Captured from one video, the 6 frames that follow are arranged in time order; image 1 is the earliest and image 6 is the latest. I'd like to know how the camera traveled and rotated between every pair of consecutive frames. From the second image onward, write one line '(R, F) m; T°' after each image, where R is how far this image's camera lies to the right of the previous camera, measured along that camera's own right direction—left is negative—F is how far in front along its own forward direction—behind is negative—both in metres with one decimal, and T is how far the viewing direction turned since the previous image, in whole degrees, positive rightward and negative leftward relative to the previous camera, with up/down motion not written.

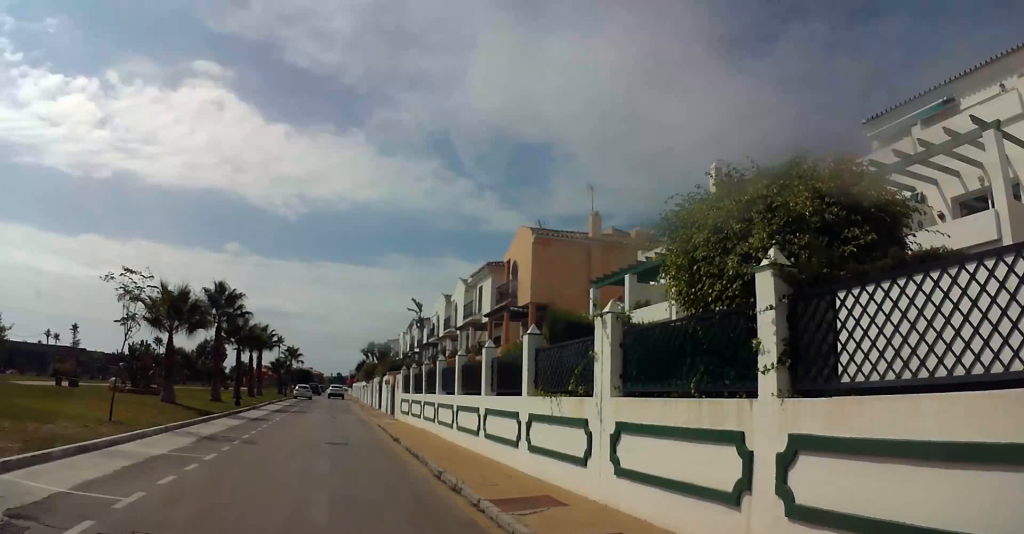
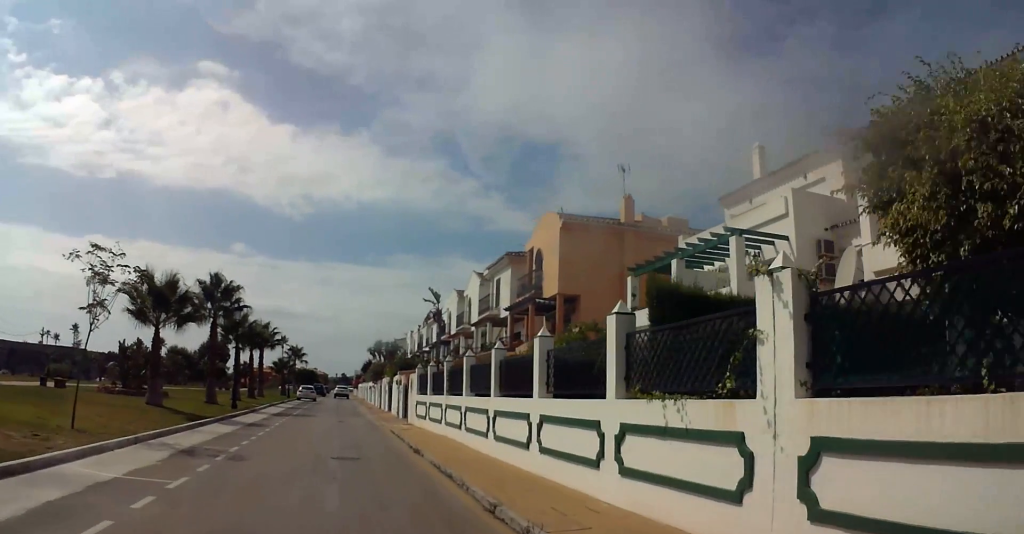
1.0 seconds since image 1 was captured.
(-0.2, +3.5) m; 0°
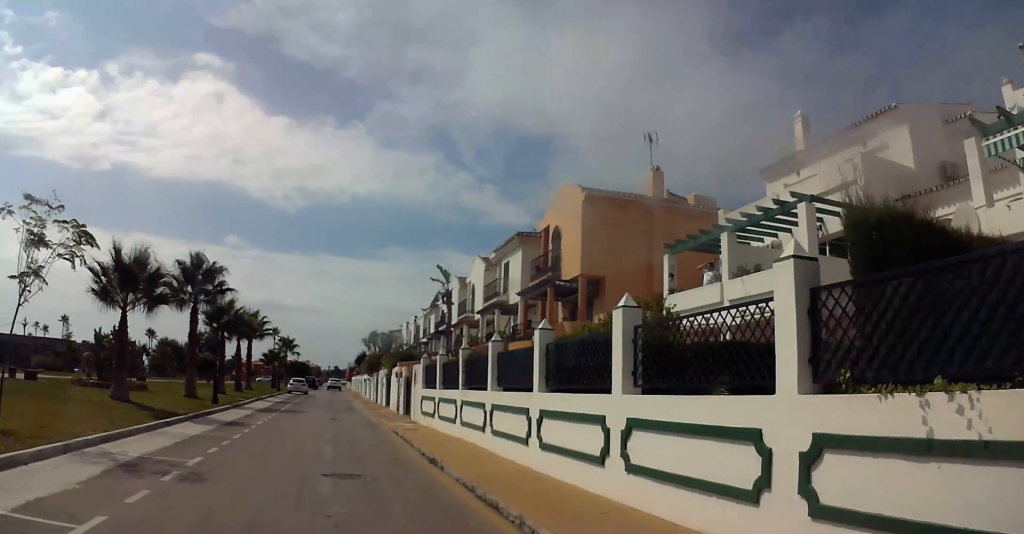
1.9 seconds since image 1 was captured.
(+0.2, +3.4) m; -1°
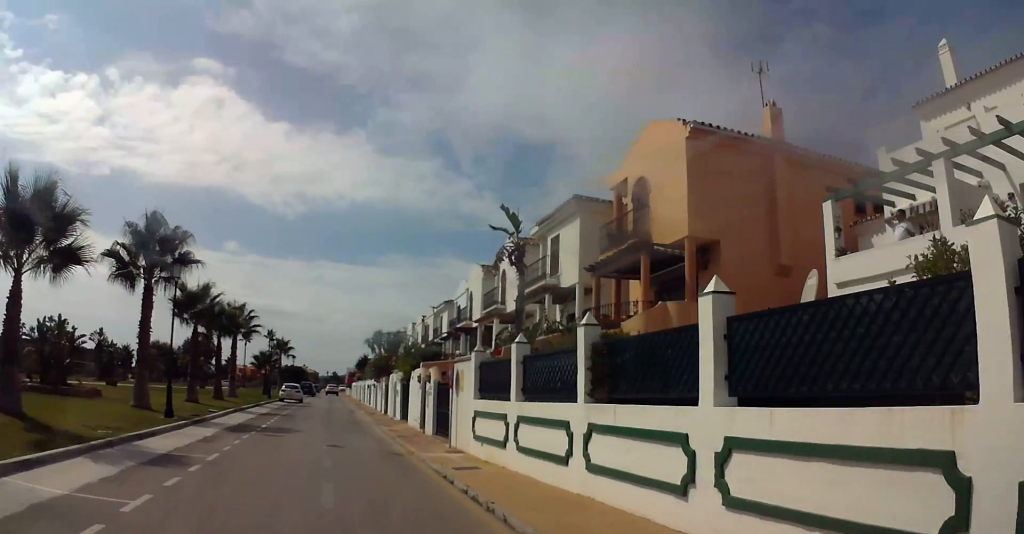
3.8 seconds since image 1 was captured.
(-0.1, +8.8) m; +3°
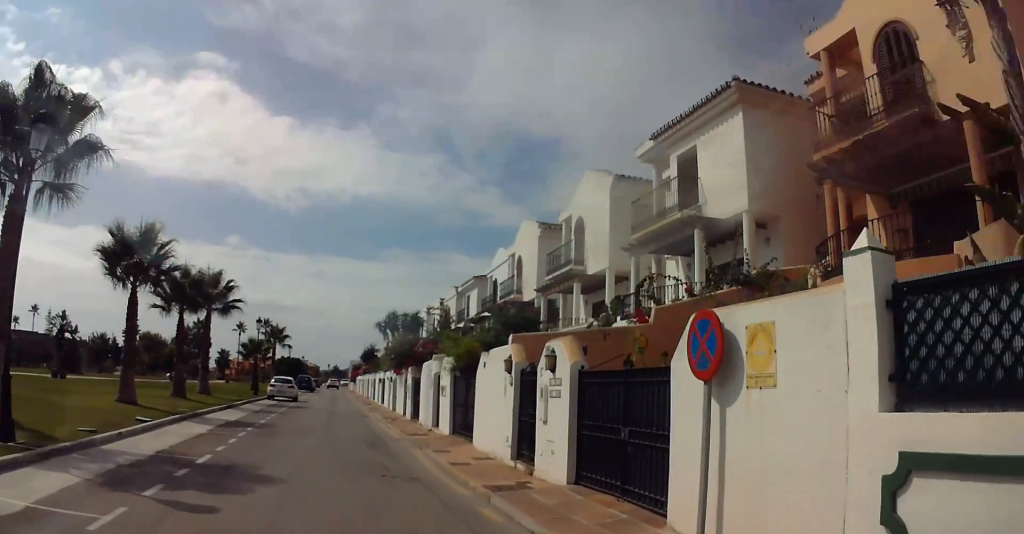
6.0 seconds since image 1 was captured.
(0.0, +10.9) m; -3°
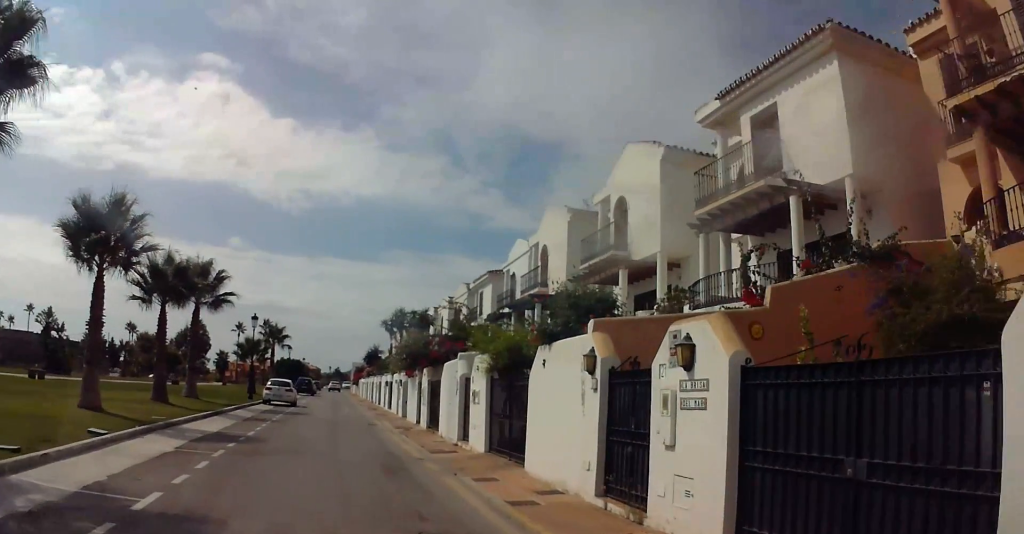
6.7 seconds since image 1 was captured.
(0.0, +3.5) m; 0°
